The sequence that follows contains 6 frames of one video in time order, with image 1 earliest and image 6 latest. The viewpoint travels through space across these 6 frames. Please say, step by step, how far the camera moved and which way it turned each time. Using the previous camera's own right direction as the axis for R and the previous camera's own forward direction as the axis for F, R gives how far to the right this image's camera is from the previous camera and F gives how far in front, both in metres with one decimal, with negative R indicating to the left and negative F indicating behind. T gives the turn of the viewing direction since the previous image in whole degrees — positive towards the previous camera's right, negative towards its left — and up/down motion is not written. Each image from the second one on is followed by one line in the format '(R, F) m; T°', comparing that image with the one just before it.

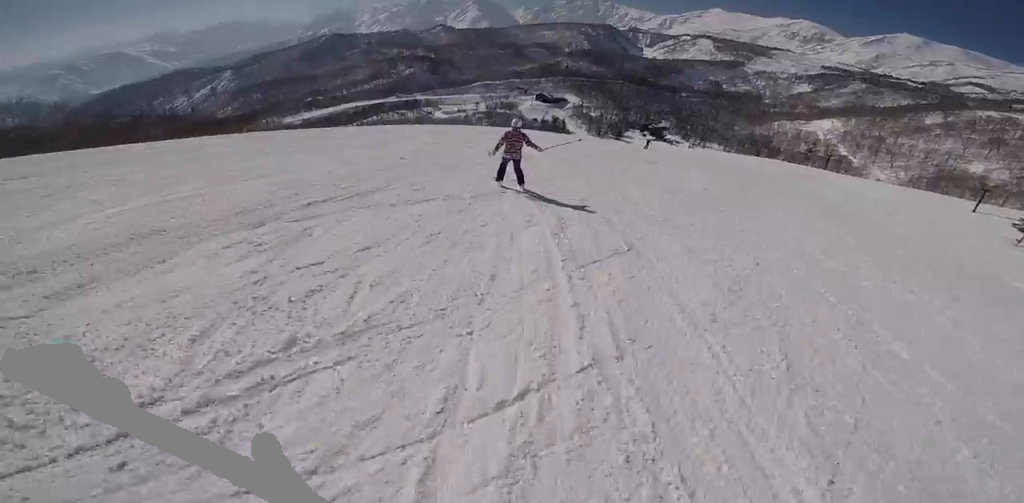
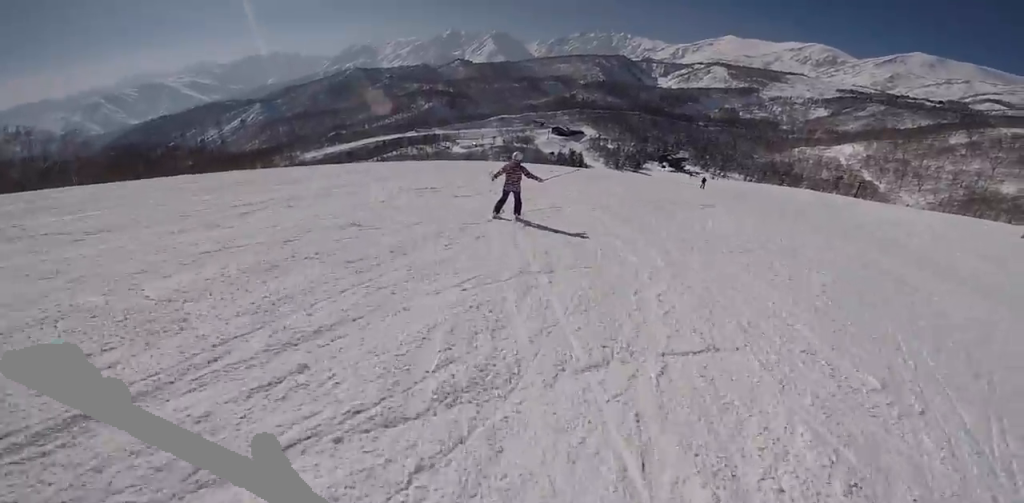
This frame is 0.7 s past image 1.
(-0.8, +4.7) m; +1°
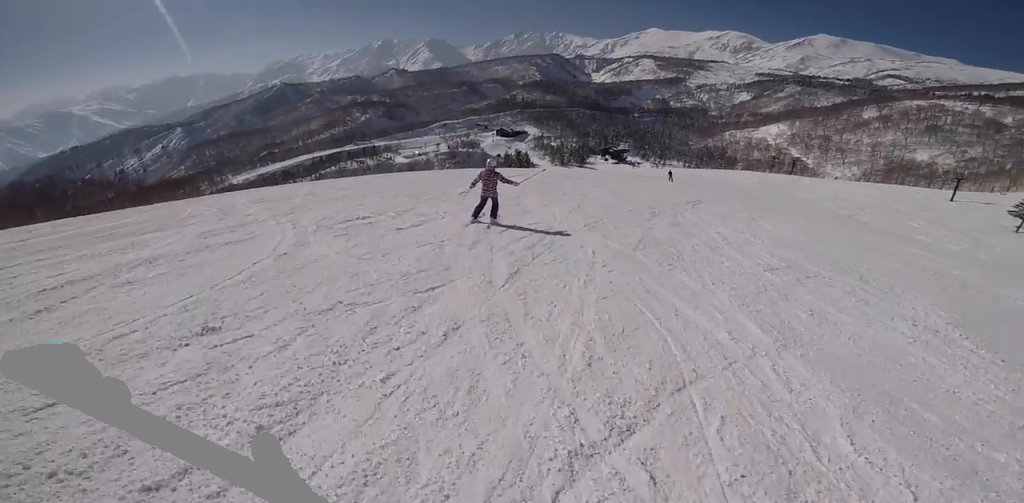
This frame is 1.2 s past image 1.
(-0.2, +3.2) m; +4°
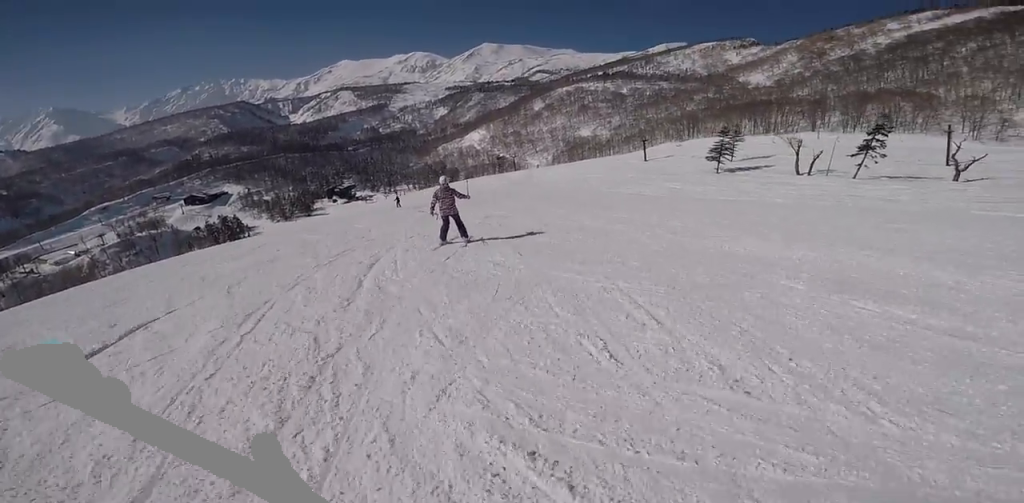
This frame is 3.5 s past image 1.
(+6.6, +14.4) m; +27°
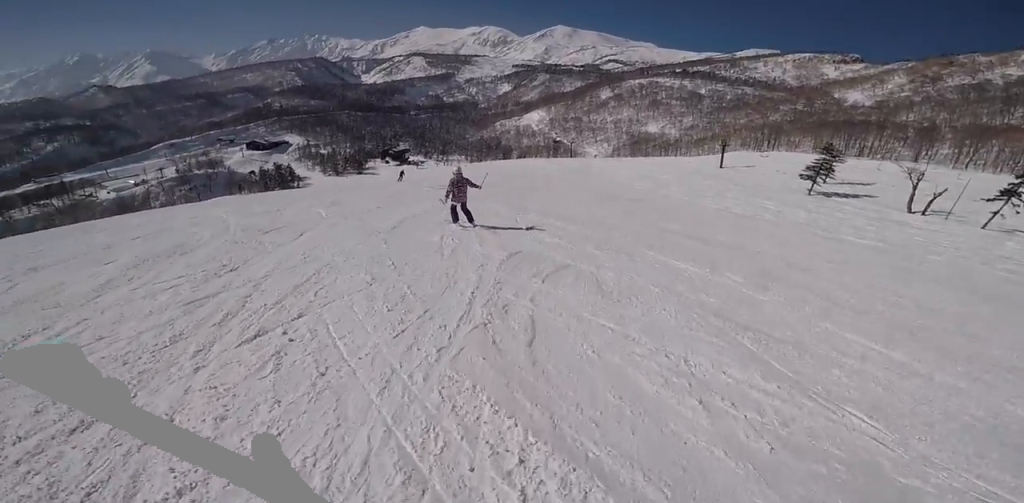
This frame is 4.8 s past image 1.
(-1.2, +8.4) m; -15°
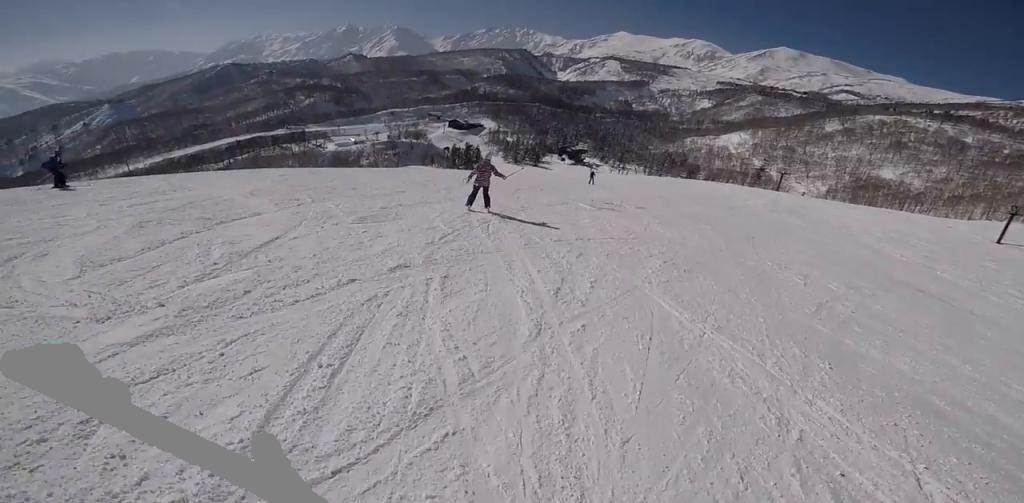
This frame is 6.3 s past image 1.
(-0.7, +10.9) m; -4°
